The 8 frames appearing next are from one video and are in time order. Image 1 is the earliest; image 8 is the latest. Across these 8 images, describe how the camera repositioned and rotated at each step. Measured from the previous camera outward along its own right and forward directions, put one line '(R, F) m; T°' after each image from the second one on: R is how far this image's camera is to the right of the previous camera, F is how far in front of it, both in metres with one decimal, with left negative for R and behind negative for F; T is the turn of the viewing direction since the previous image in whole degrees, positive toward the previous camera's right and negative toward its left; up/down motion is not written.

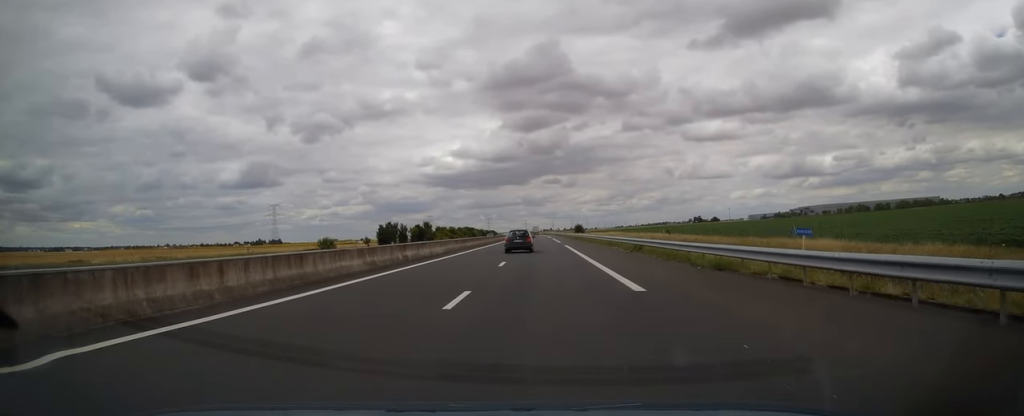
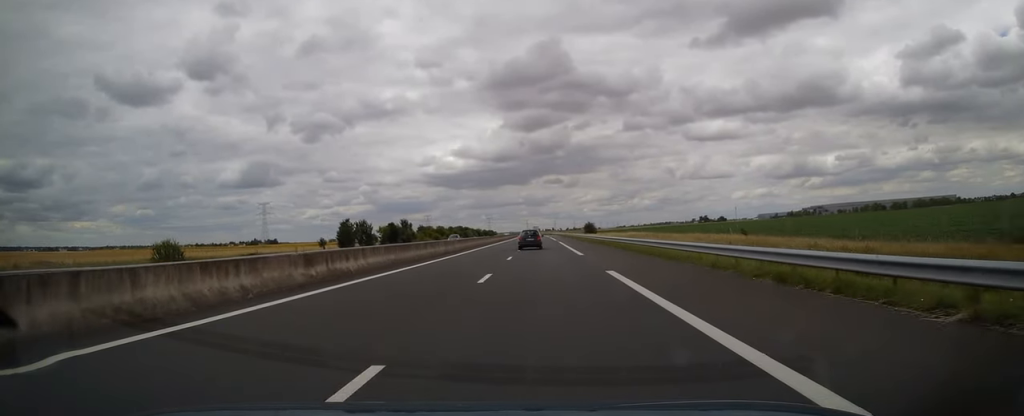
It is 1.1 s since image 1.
(0.0, +33.2) m; -1°
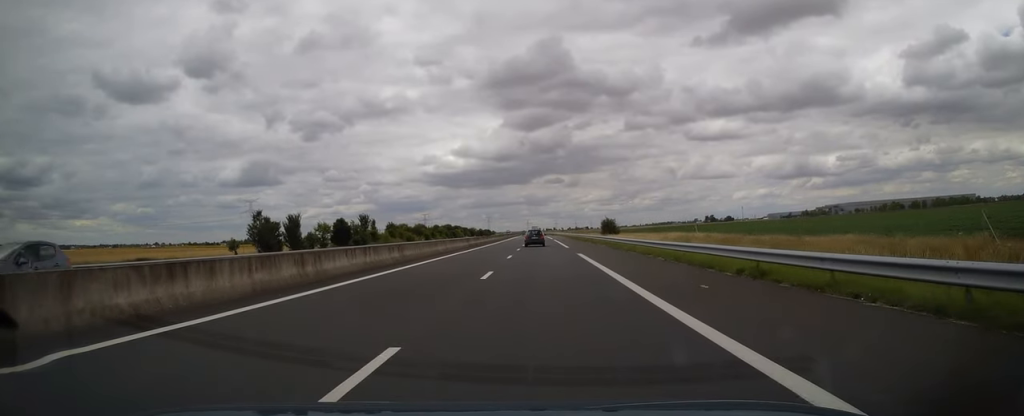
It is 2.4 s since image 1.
(-0.4, +37.6) m; 0°
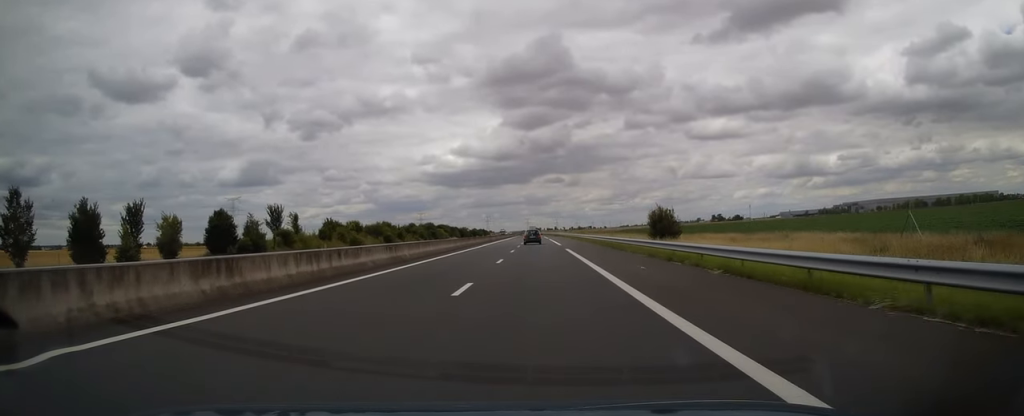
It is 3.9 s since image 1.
(+0.6, +43.0) m; +1°
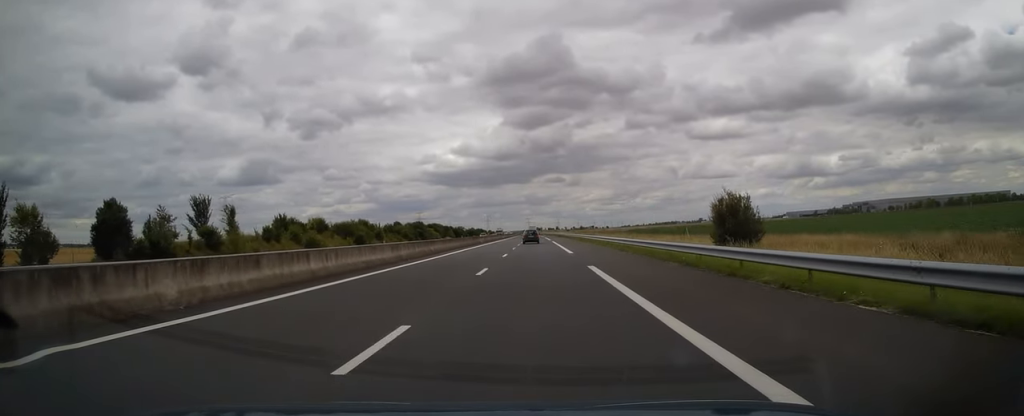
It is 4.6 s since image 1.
(0.0, +20.0) m; 0°
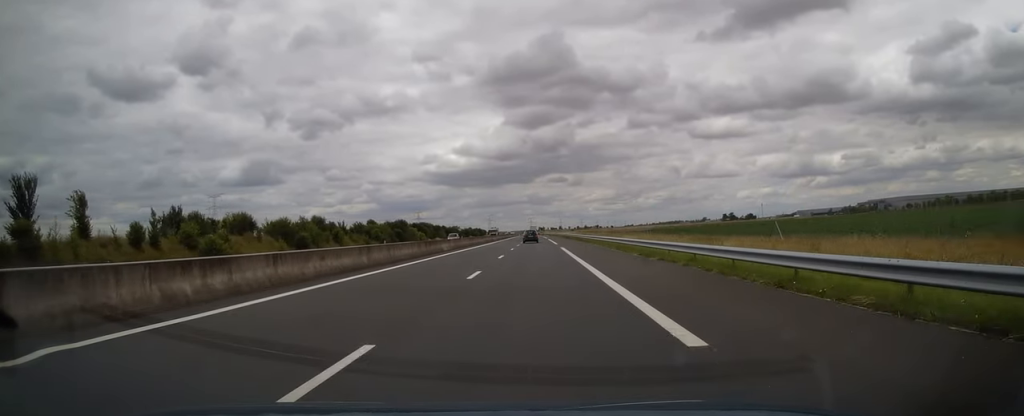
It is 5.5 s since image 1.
(-0.1, +27.4) m; -1°
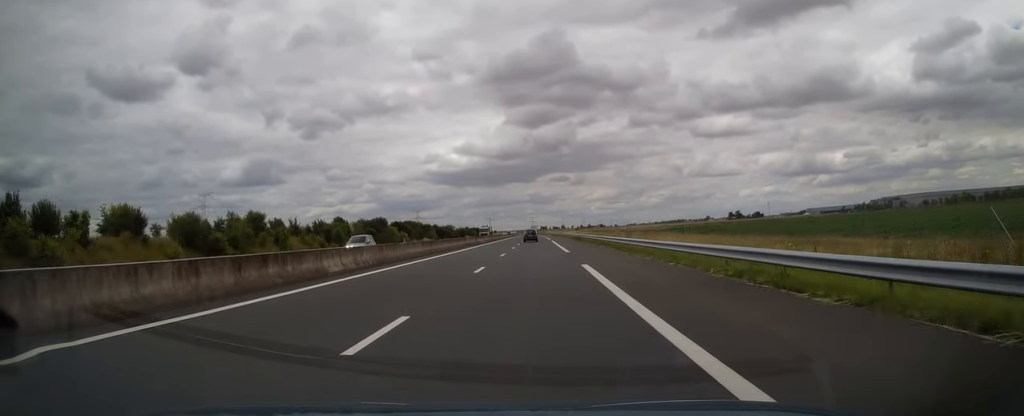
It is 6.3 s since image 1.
(-0.4, +23.5) m; 0°
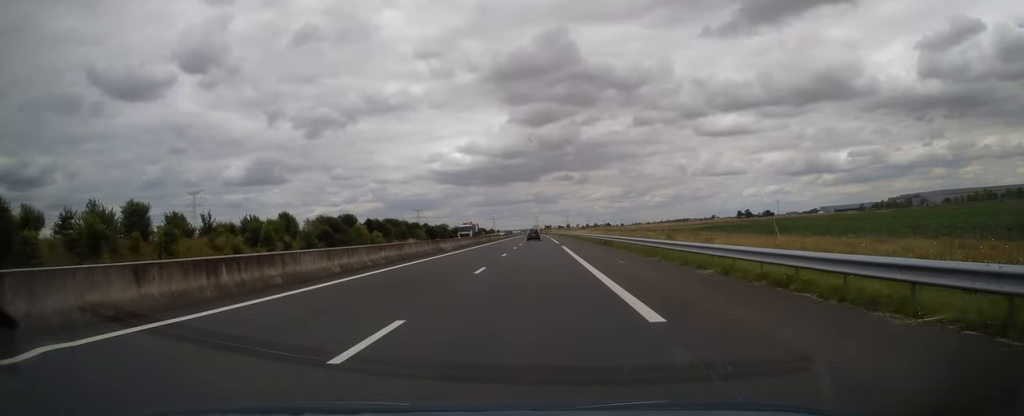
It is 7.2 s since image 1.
(+0.5, +26.4) m; 0°
